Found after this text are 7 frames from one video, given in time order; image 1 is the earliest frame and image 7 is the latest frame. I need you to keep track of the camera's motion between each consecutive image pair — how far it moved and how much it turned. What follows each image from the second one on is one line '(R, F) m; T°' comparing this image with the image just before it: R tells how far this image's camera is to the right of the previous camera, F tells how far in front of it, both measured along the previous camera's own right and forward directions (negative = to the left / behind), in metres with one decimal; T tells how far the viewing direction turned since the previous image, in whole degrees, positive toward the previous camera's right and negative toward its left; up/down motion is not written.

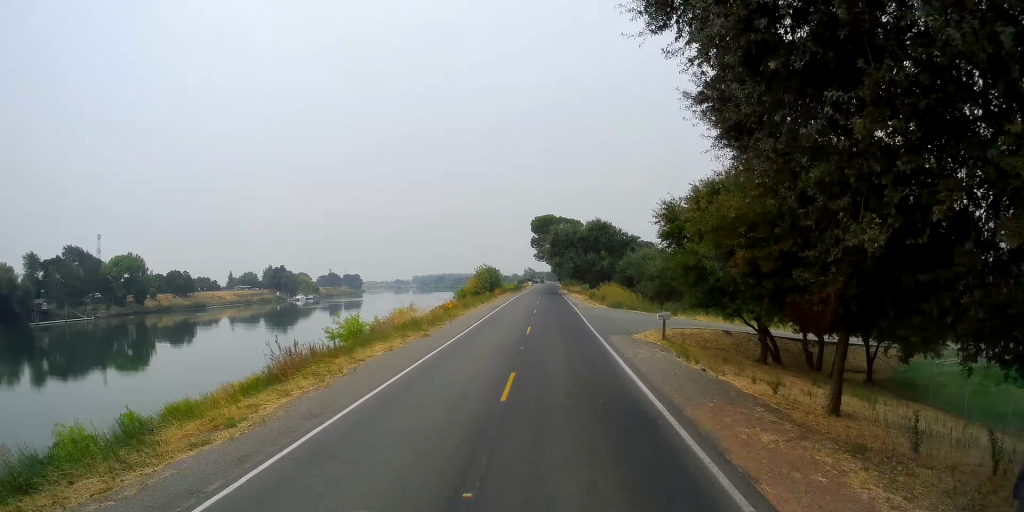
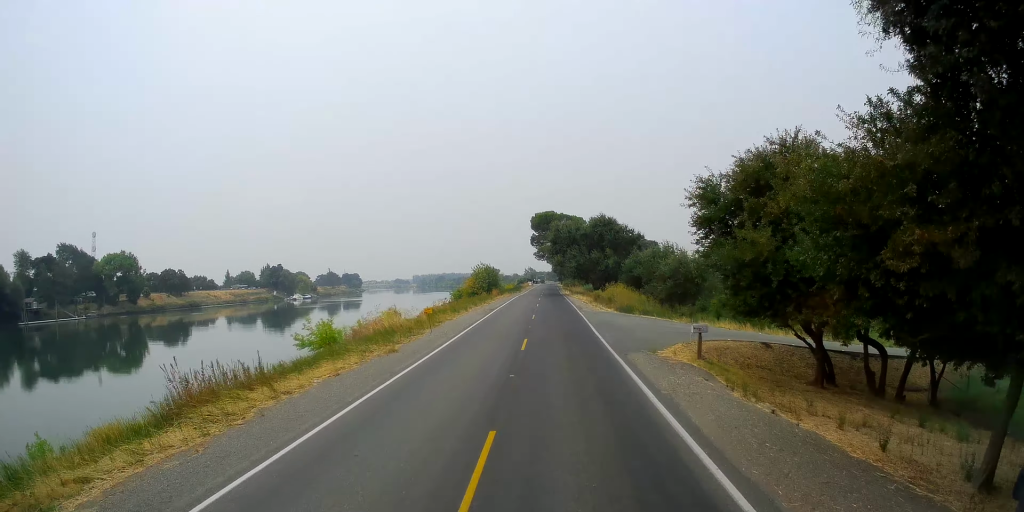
(+0.1, +6.4) m; +1°
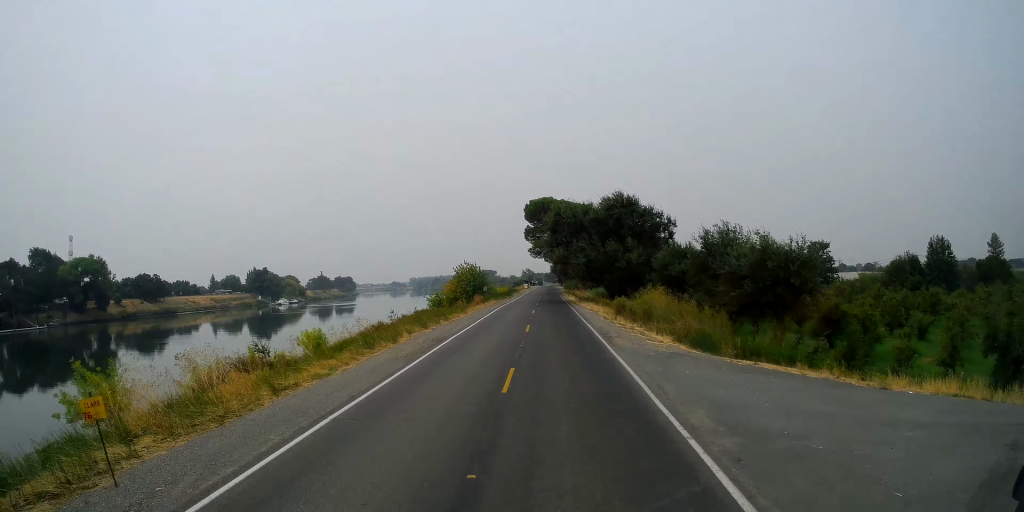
(+0.8, +21.7) m; +1°
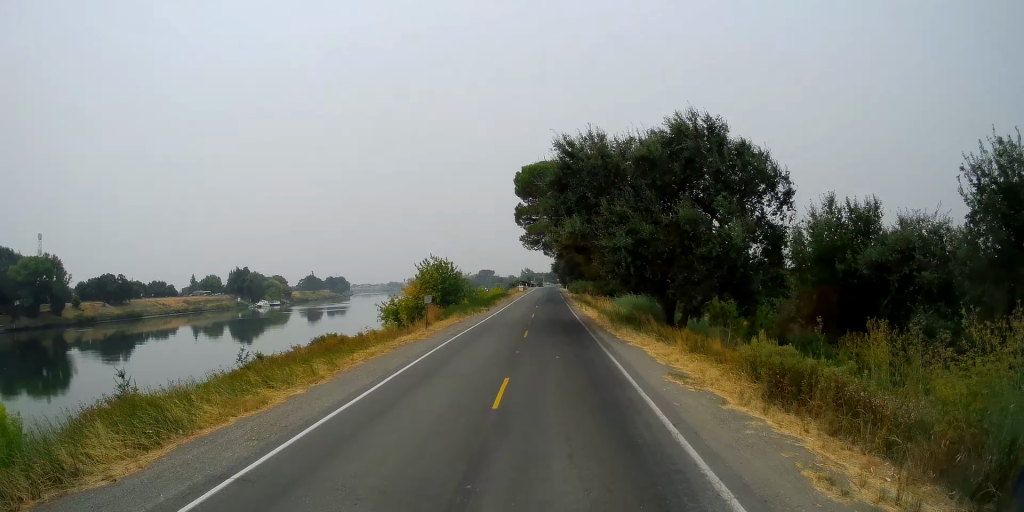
(-0.7, +30.6) m; -1°
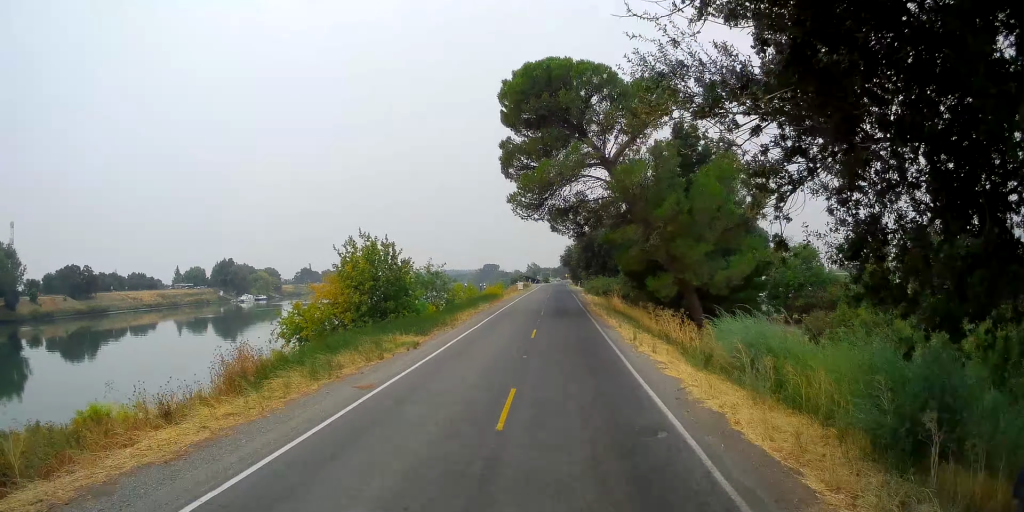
(+0.1, +31.1) m; 0°
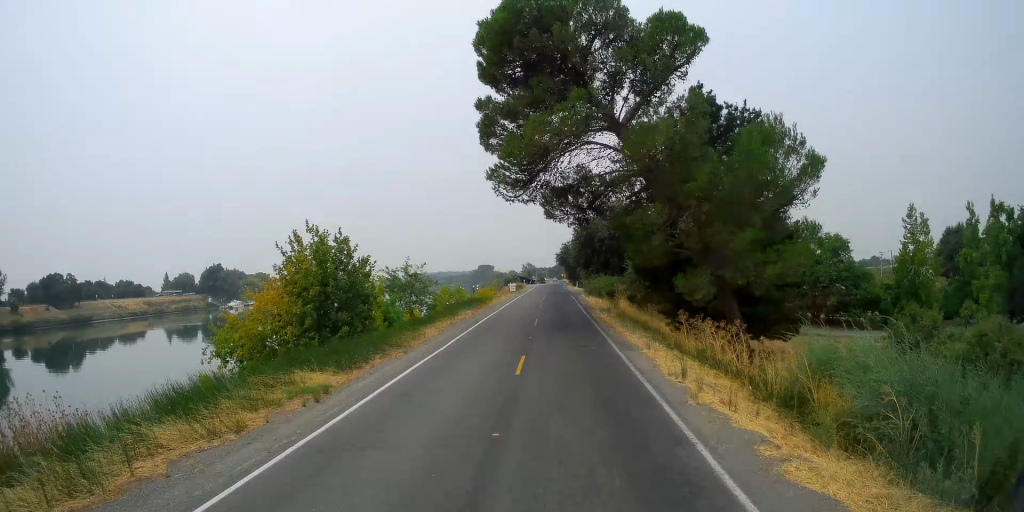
(-0.1, +9.6) m; 0°
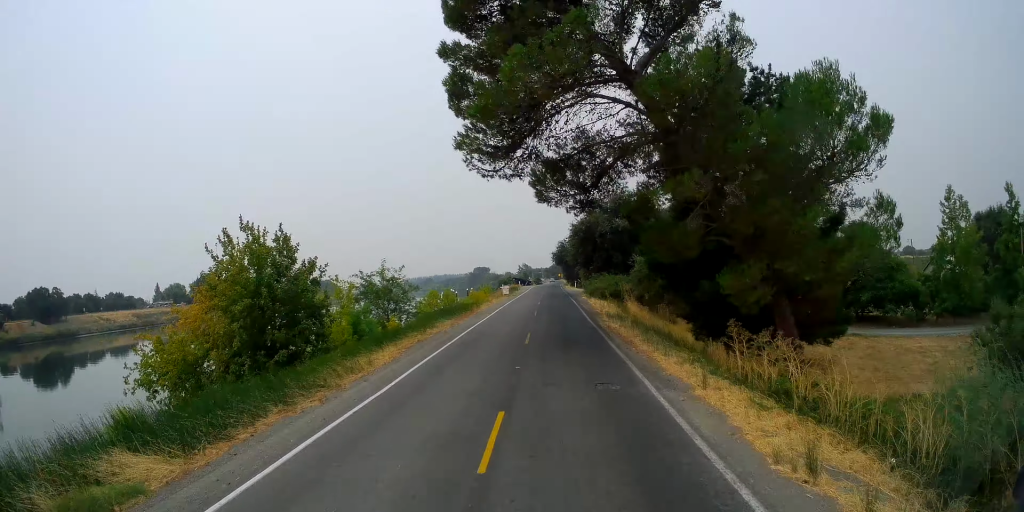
(-0.2, +7.5) m; 0°
